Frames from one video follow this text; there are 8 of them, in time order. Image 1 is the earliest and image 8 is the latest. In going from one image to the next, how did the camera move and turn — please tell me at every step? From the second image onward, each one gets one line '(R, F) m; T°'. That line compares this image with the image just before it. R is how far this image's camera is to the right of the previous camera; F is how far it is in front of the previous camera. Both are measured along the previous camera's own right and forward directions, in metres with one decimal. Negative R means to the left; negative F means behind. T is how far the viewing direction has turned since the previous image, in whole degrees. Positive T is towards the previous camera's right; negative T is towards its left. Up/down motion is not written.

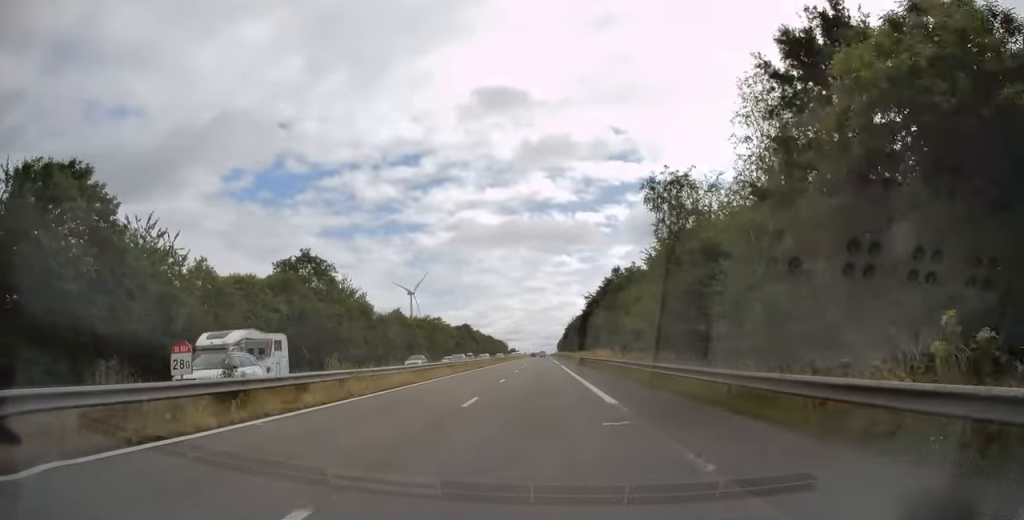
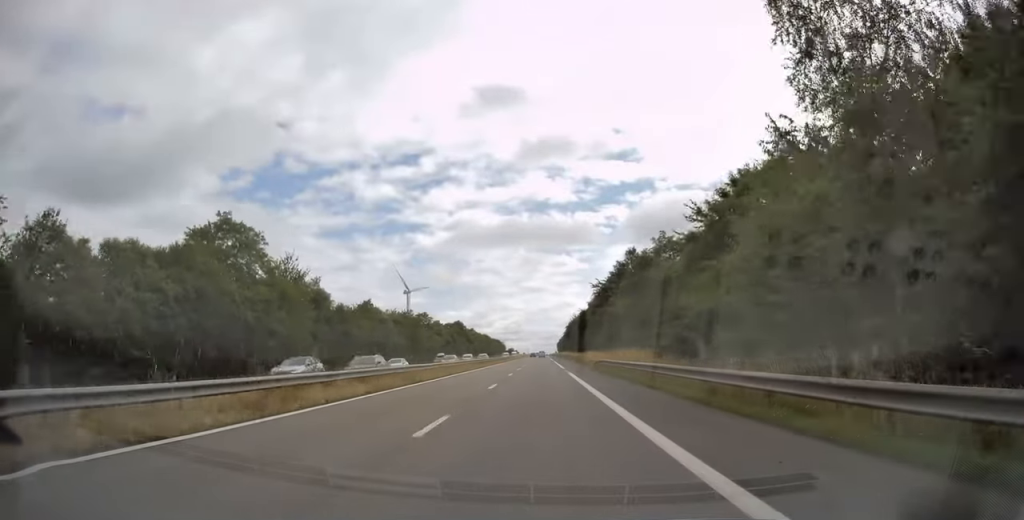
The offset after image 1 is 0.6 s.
(+0.1, +18.0) m; 0°
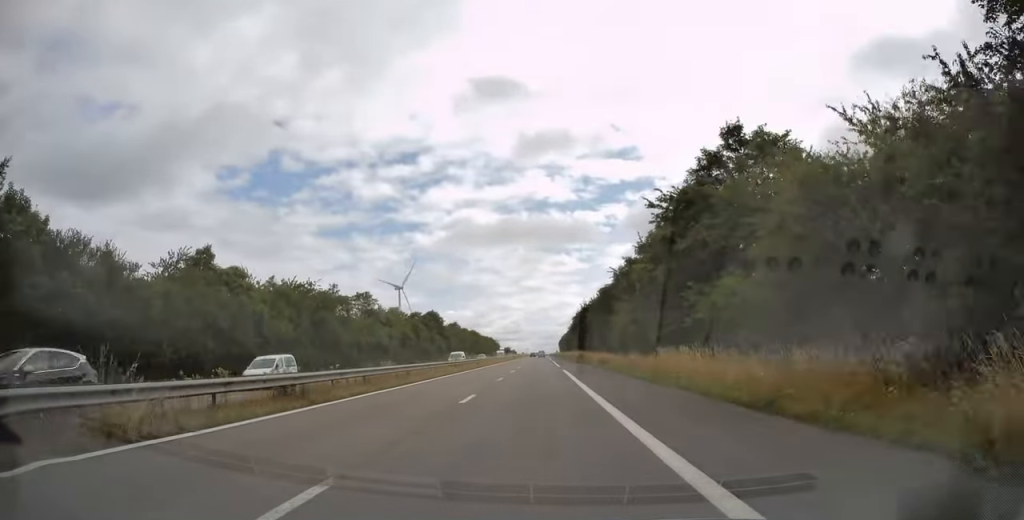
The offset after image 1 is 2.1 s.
(0.0, +46.4) m; 0°
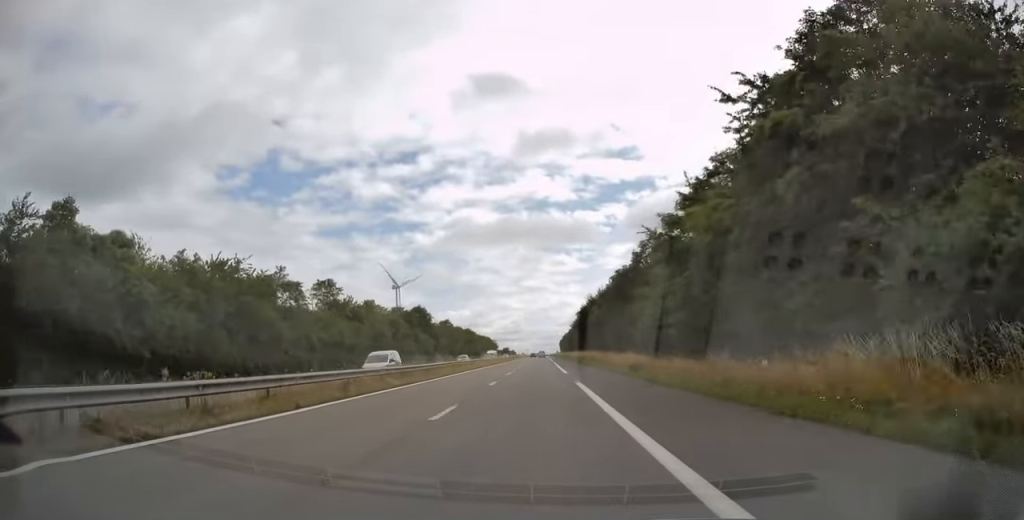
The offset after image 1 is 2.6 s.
(0.0, +17.0) m; 0°
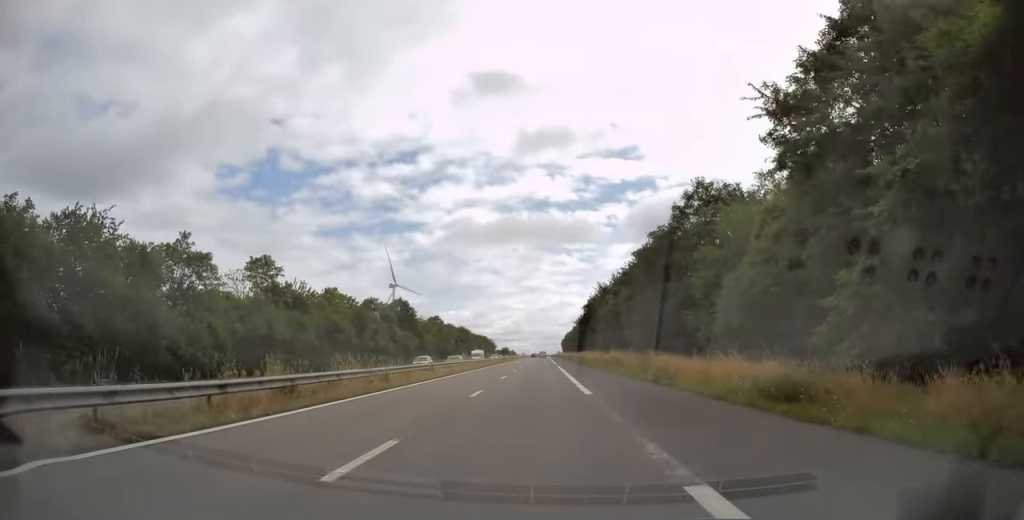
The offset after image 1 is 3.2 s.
(0.0, +19.1) m; 0°
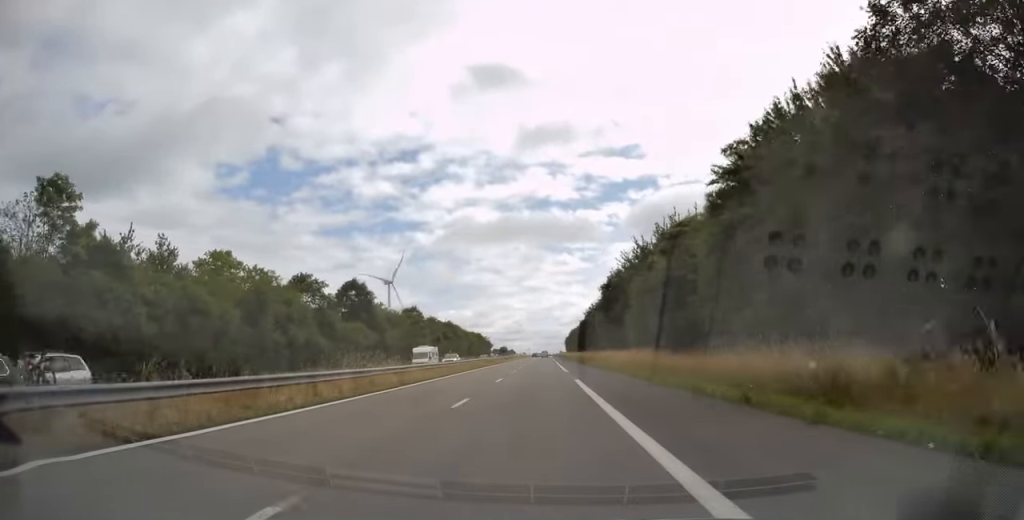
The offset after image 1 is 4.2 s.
(0.0, +30.4) m; 0°
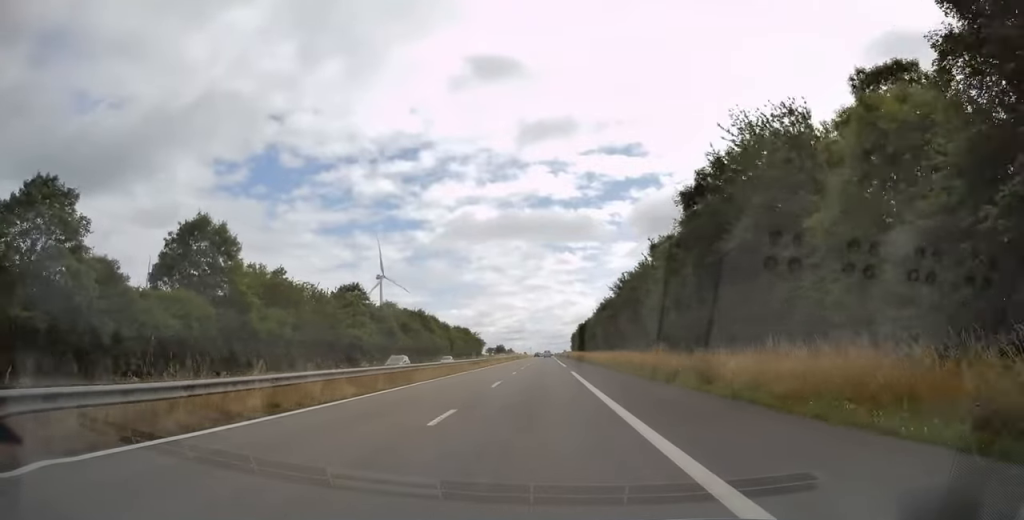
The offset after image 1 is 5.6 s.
(-0.1, +43.3) m; 0°
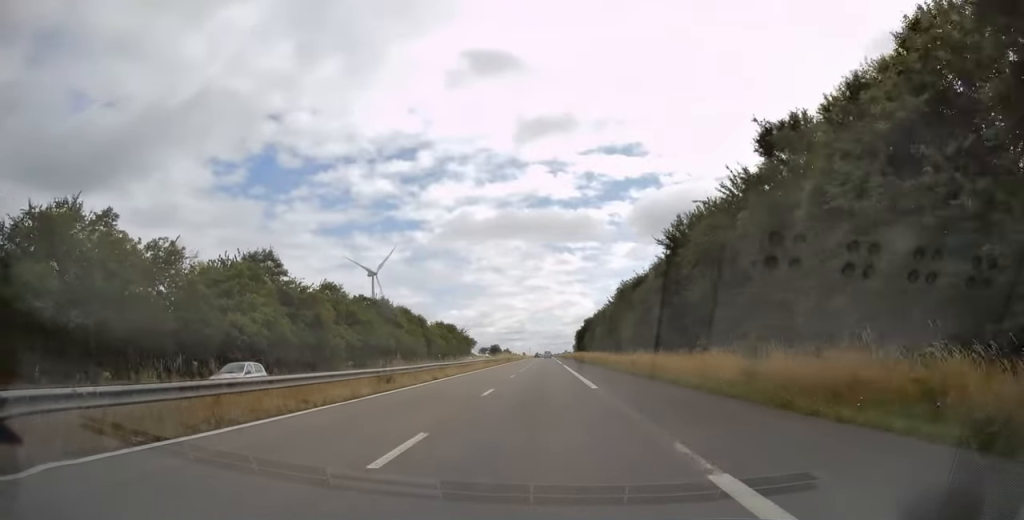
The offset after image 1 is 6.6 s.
(0.0, +30.4) m; 0°
